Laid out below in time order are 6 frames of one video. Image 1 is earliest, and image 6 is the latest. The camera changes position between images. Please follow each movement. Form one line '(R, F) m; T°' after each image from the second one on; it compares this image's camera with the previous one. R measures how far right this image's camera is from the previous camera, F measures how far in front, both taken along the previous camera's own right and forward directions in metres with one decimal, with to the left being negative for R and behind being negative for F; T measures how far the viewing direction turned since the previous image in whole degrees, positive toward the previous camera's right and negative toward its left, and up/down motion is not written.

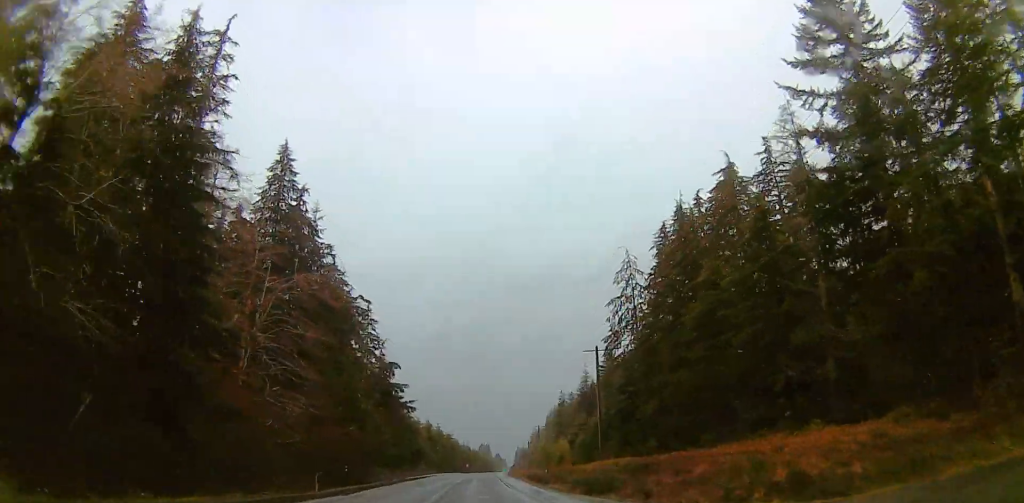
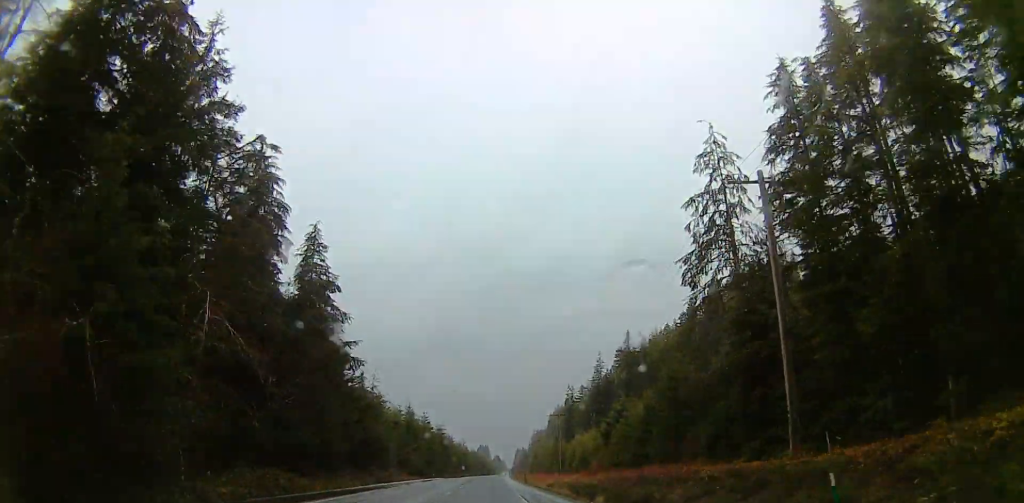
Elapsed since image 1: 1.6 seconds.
(0.0, +42.8) m; 0°
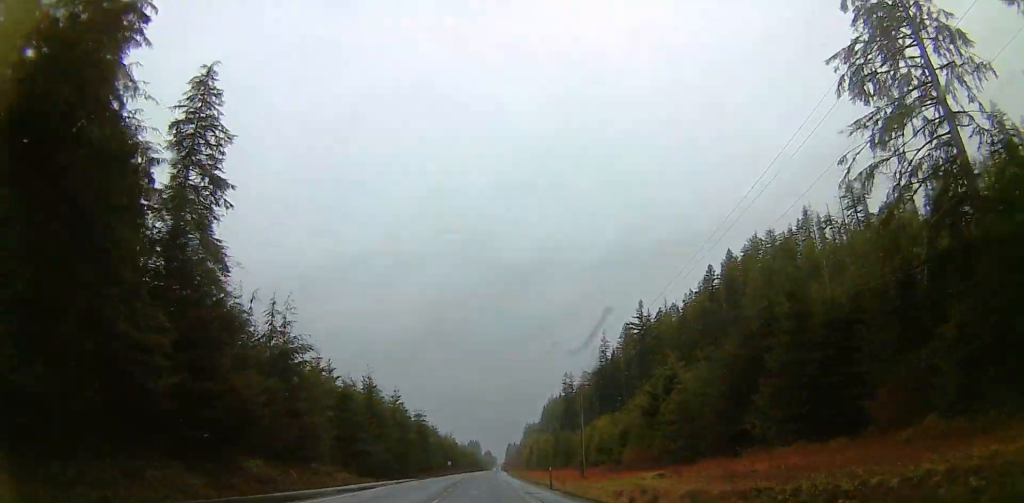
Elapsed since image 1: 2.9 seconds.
(0.0, +36.2) m; 0°
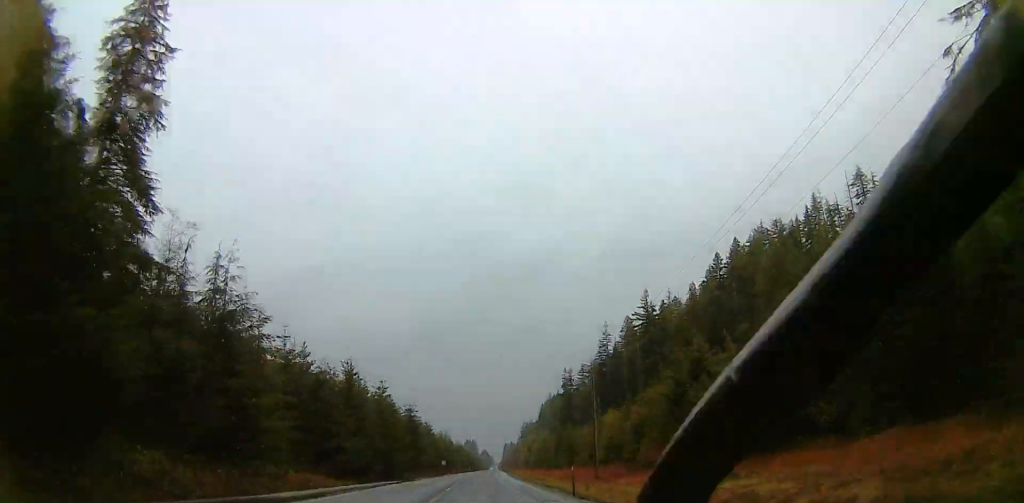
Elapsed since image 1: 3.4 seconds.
(0.0, +11.0) m; 0°
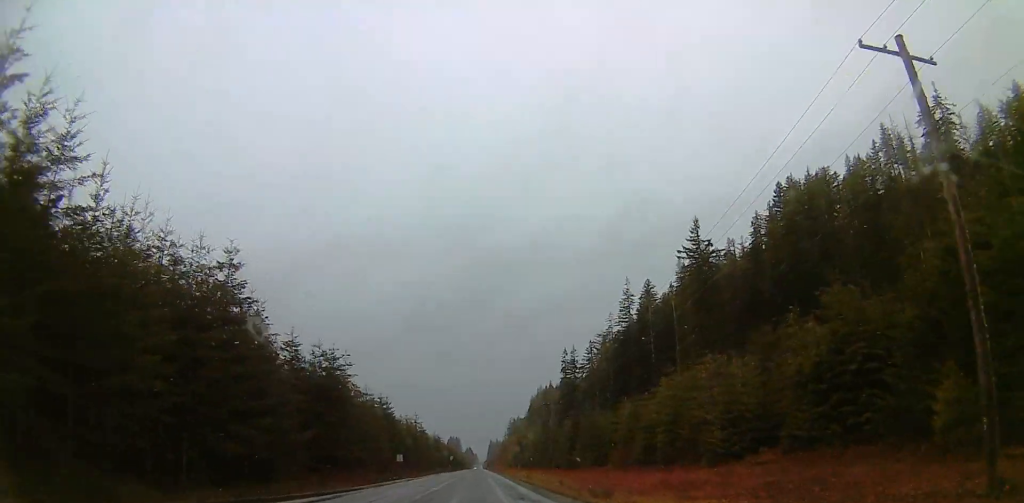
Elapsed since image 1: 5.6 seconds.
(0.0, +57.7) m; +1°
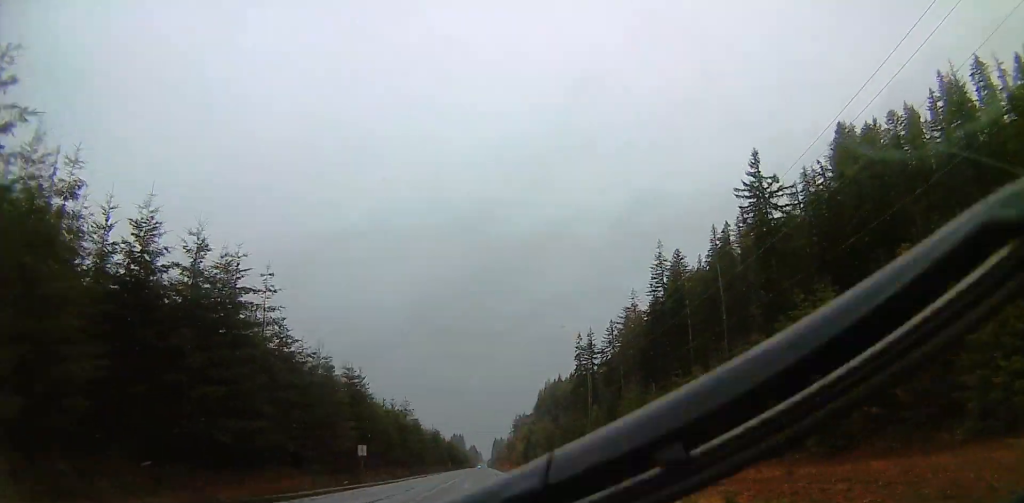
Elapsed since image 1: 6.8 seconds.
(+0.9, +31.5) m; +2°
